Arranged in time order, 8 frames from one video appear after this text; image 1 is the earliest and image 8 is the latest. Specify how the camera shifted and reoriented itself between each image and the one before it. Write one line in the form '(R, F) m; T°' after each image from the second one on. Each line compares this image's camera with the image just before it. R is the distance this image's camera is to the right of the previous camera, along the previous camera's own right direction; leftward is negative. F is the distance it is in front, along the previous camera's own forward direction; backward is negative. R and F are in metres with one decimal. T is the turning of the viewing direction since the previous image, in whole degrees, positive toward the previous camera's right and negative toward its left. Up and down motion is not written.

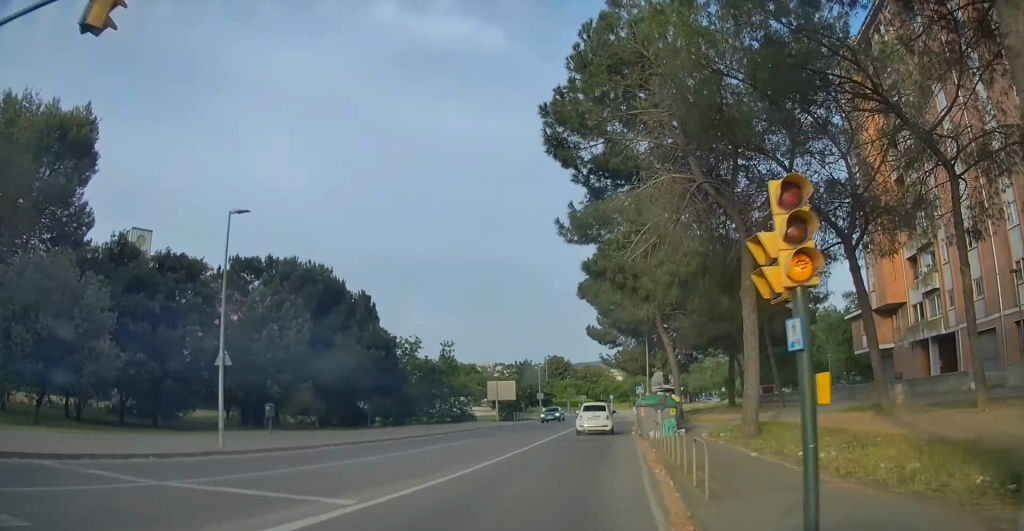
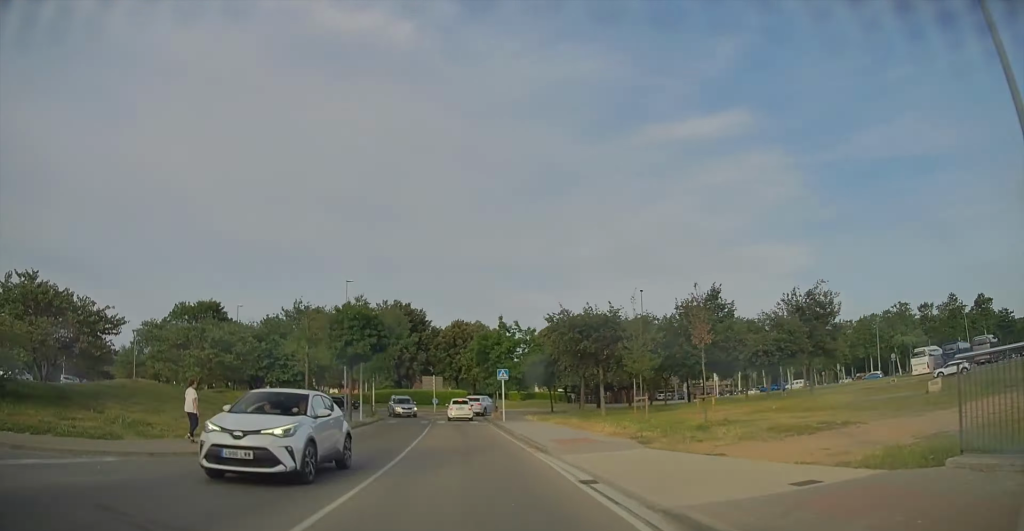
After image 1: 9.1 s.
(+0.6, +54.1) m; 0°
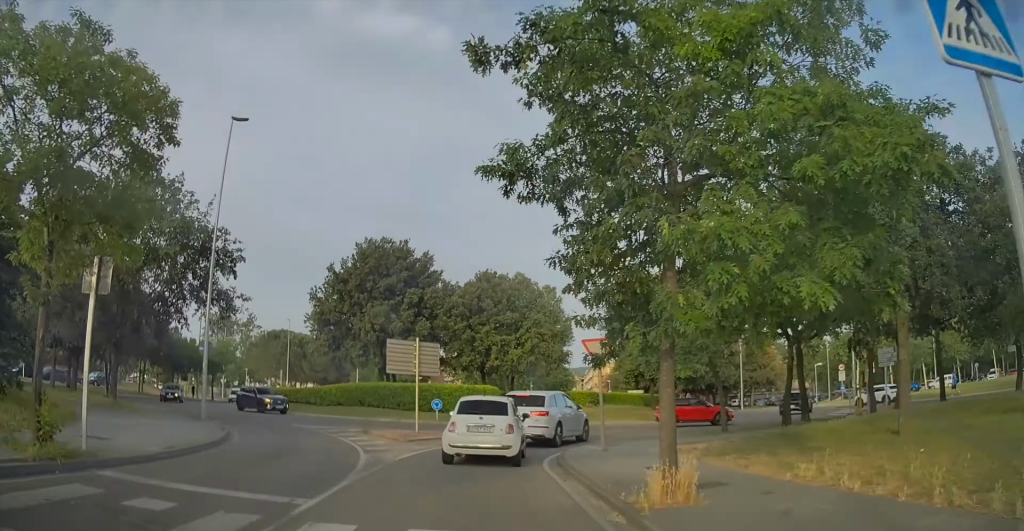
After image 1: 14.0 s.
(-0.1, +24.1) m; +2°
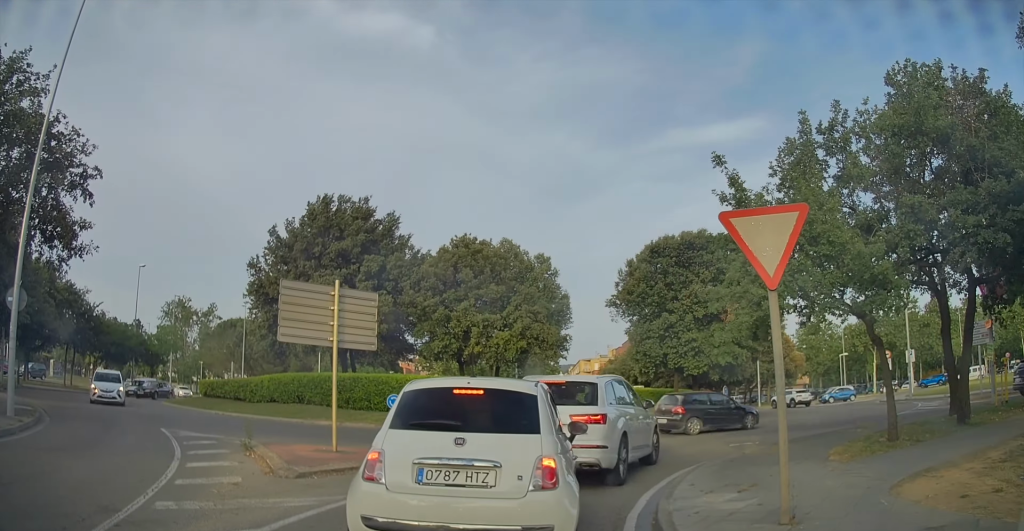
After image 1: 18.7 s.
(-0.8, +19.3) m; +6°
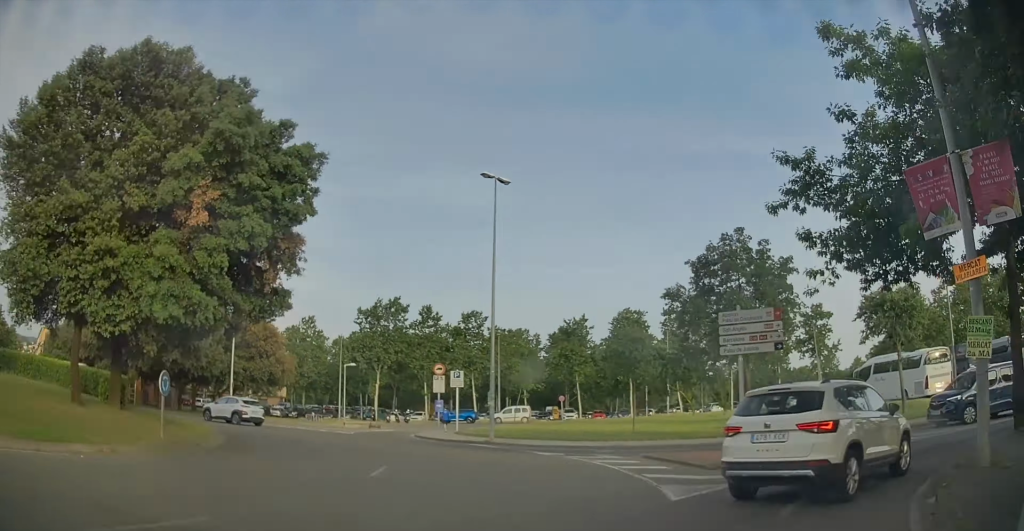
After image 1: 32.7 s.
(+5.1, +64.2) m; -3°
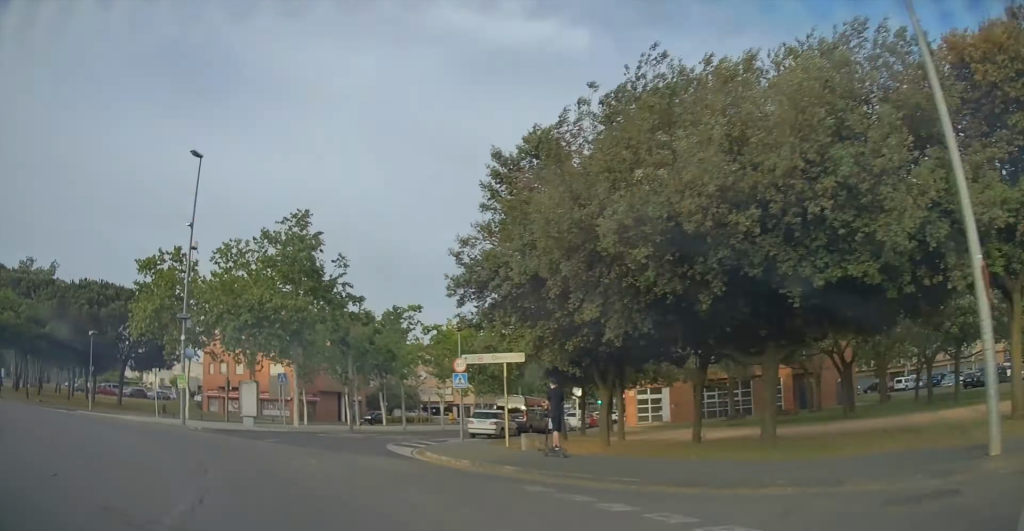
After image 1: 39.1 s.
(-3.6, +40.9) m; -6°
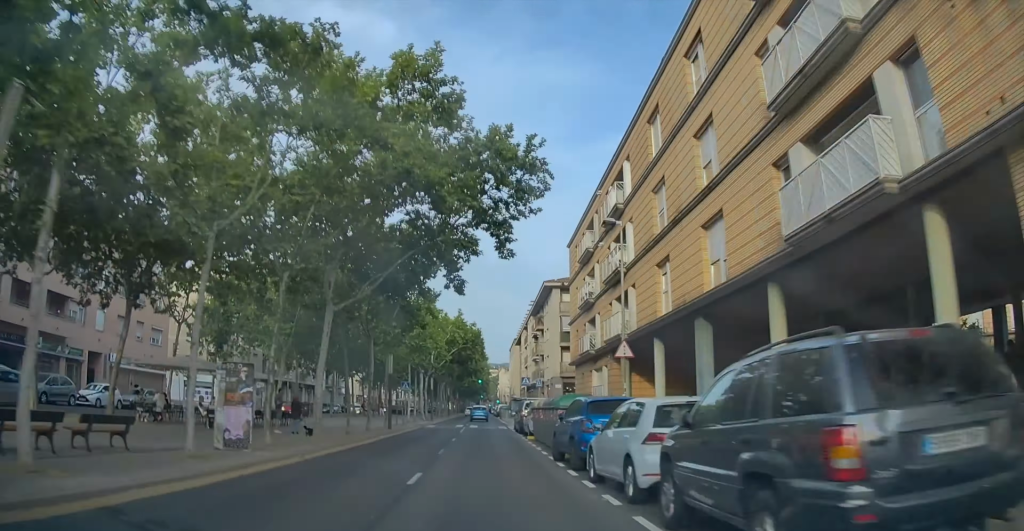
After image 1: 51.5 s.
(-0.2, +95.5) m; +3°
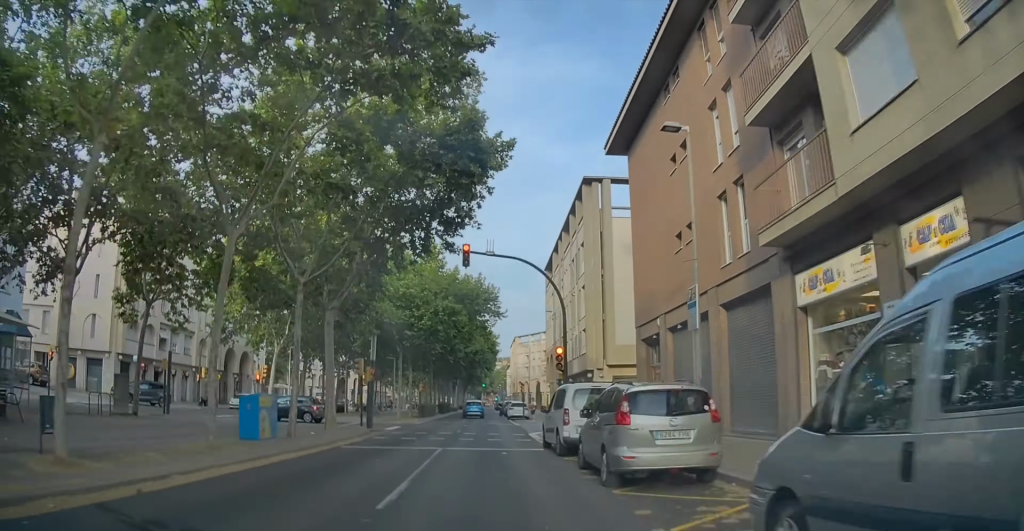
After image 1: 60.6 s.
(+0.2, +55.0) m; 0°
